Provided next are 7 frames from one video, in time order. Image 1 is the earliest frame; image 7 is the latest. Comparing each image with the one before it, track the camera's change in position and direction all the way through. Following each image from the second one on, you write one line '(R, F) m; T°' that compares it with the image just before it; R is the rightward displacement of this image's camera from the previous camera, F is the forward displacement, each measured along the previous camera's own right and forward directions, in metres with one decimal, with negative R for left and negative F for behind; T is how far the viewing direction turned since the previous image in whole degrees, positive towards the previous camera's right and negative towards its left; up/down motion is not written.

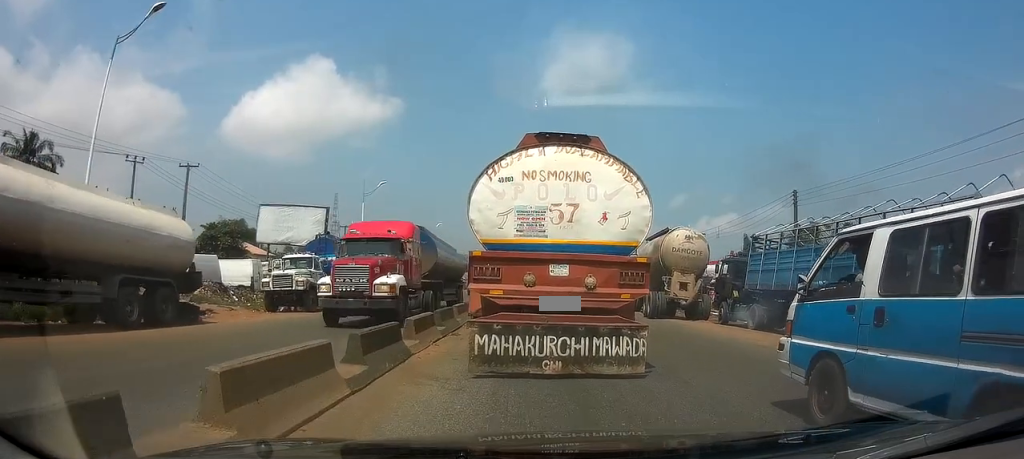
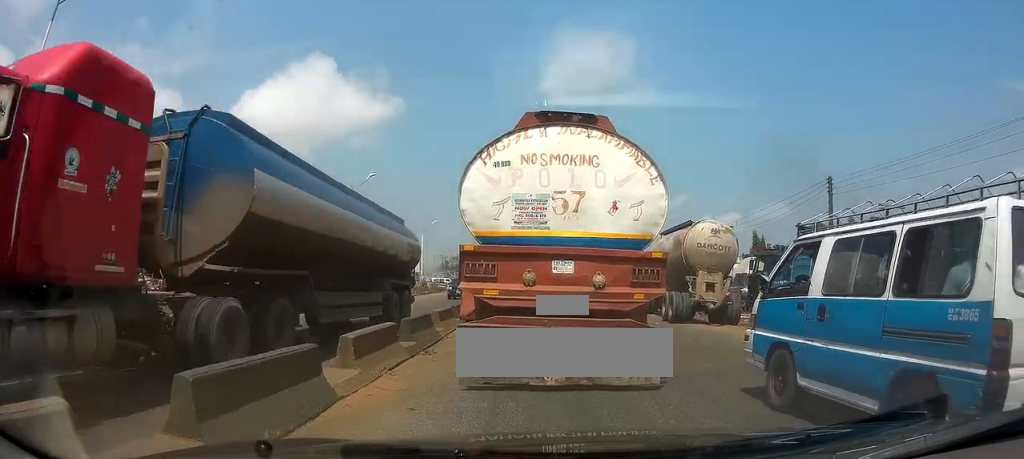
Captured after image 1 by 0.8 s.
(0.0, +3.7) m; 0°
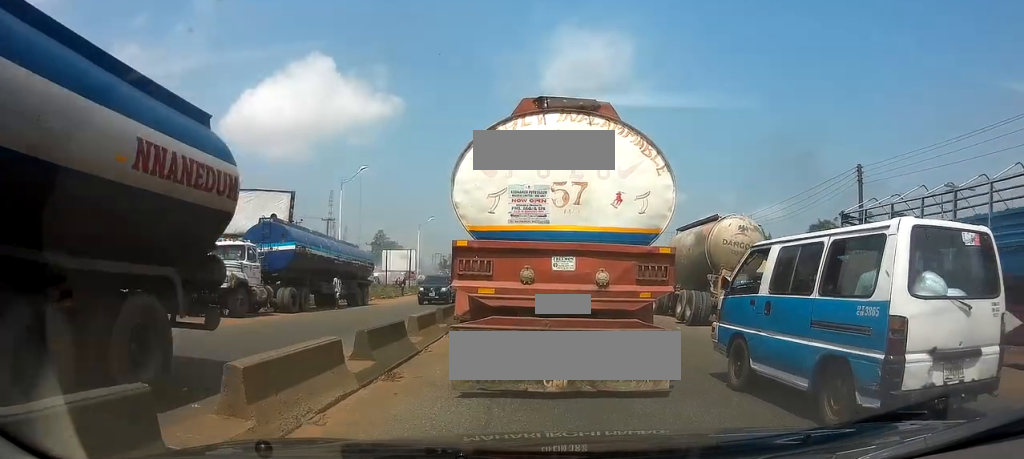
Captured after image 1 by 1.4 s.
(0.0, +2.7) m; 0°
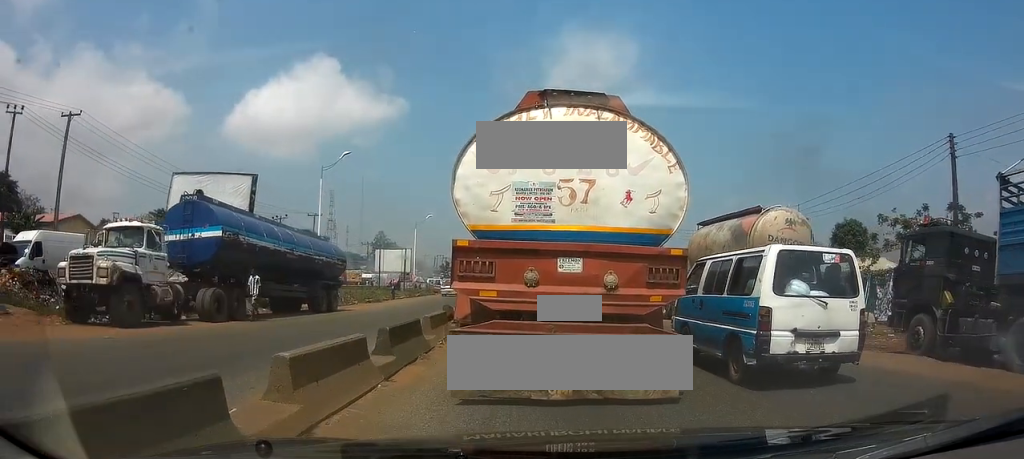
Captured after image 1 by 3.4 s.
(0.0, +6.3) m; 0°
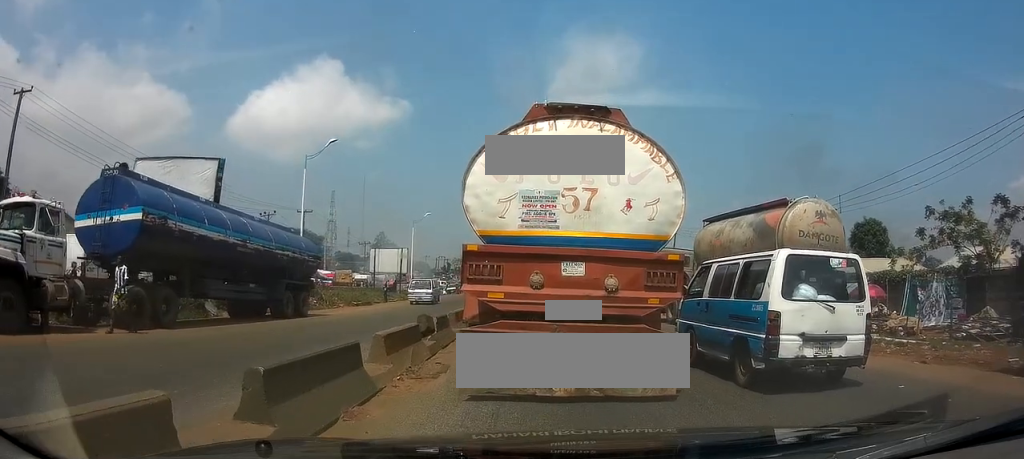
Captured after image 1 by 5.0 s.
(-0.1, +4.2) m; -3°
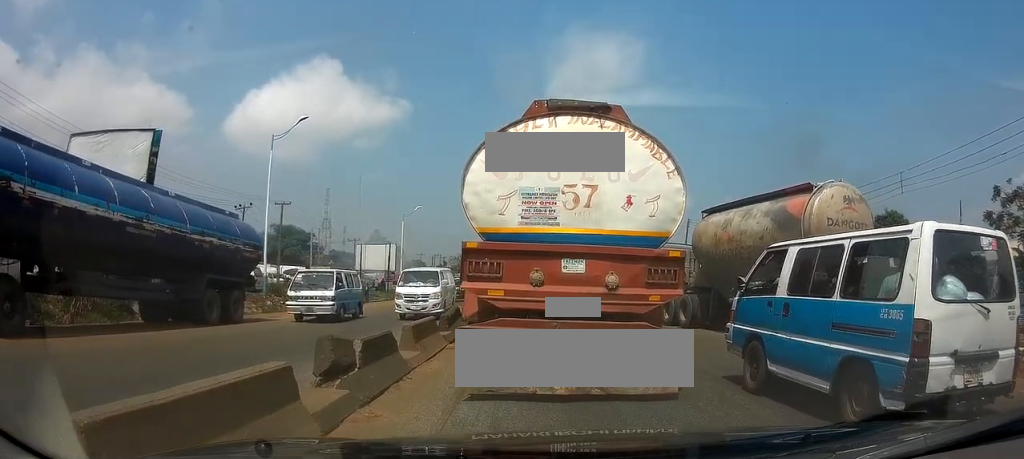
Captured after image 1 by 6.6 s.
(0.0, +5.3) m; +2°
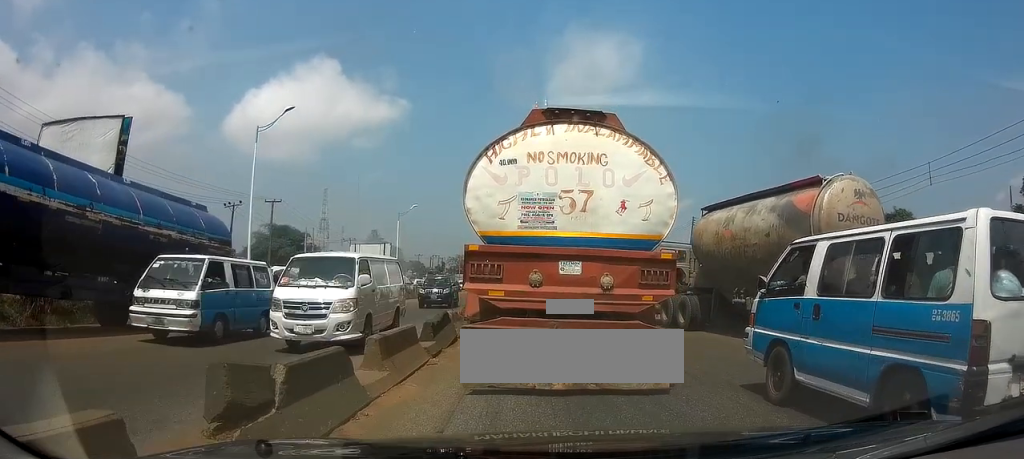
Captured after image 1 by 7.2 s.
(0.0, +2.2) m; +1°
